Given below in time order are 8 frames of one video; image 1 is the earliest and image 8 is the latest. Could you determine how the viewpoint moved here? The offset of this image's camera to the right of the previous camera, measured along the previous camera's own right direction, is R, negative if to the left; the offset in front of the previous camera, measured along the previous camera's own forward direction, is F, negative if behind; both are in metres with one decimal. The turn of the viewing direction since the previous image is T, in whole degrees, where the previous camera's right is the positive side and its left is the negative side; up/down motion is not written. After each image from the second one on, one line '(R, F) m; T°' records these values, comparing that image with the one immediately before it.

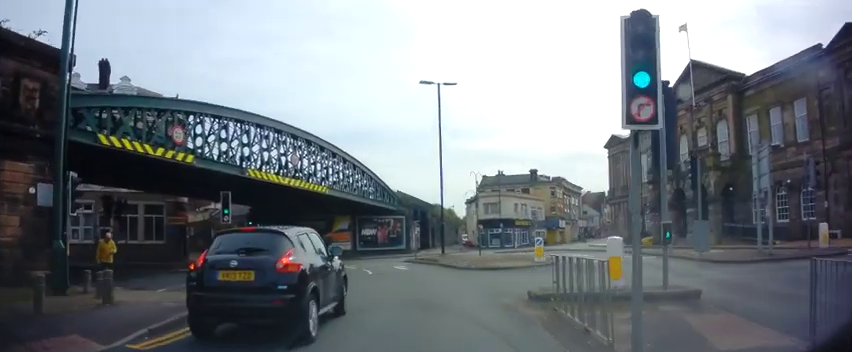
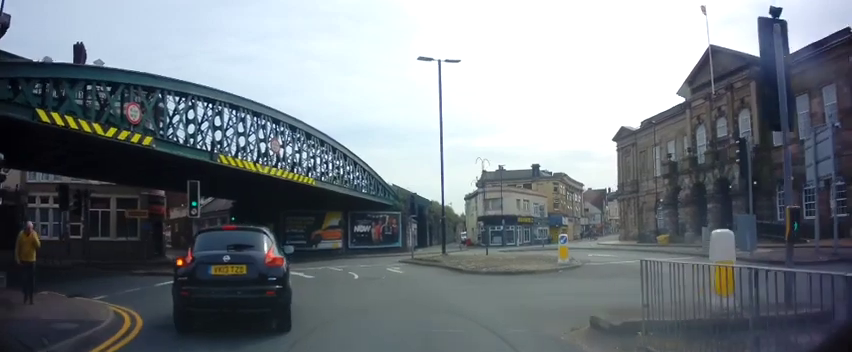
(0.0, +3.3) m; 0°
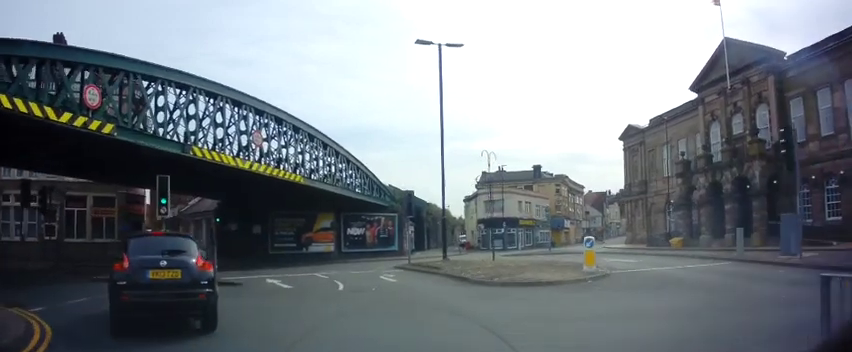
(0.0, +2.5) m; 0°
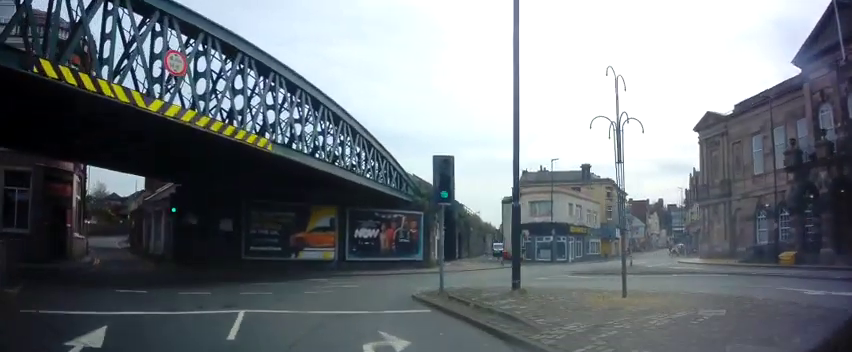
(0.0, +10.4) m; 0°
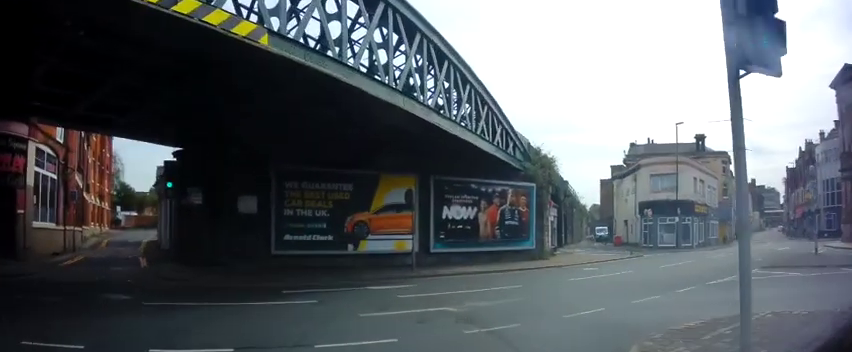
(0.0, +9.3) m; -7°
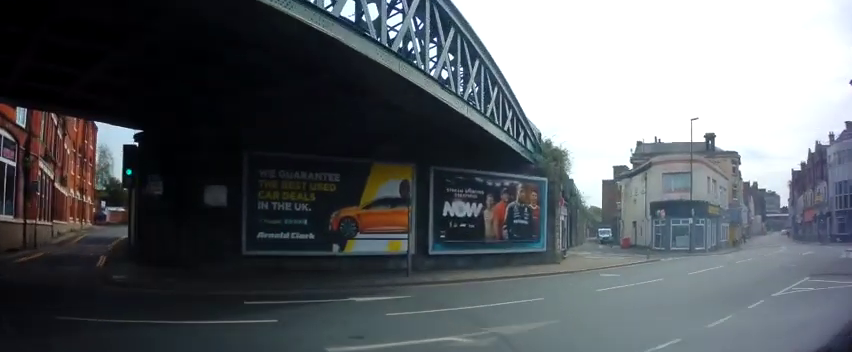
(-0.3, +2.7) m; 0°
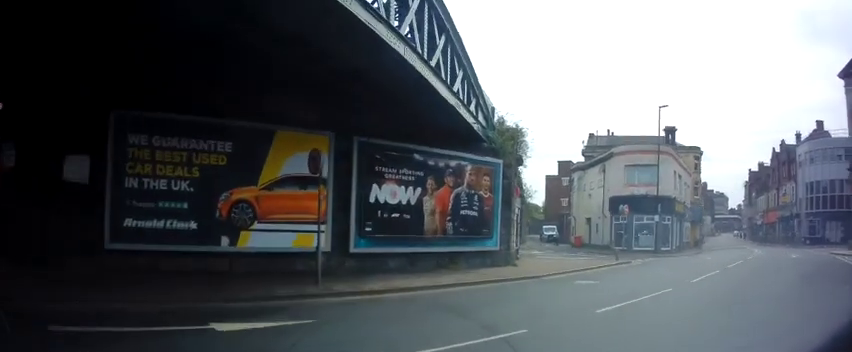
(0.0, +4.2) m; +7°
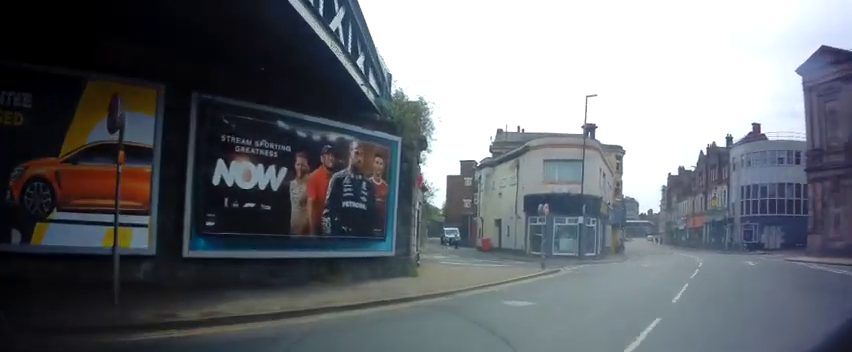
(+0.3, +4.1) m; +14°
